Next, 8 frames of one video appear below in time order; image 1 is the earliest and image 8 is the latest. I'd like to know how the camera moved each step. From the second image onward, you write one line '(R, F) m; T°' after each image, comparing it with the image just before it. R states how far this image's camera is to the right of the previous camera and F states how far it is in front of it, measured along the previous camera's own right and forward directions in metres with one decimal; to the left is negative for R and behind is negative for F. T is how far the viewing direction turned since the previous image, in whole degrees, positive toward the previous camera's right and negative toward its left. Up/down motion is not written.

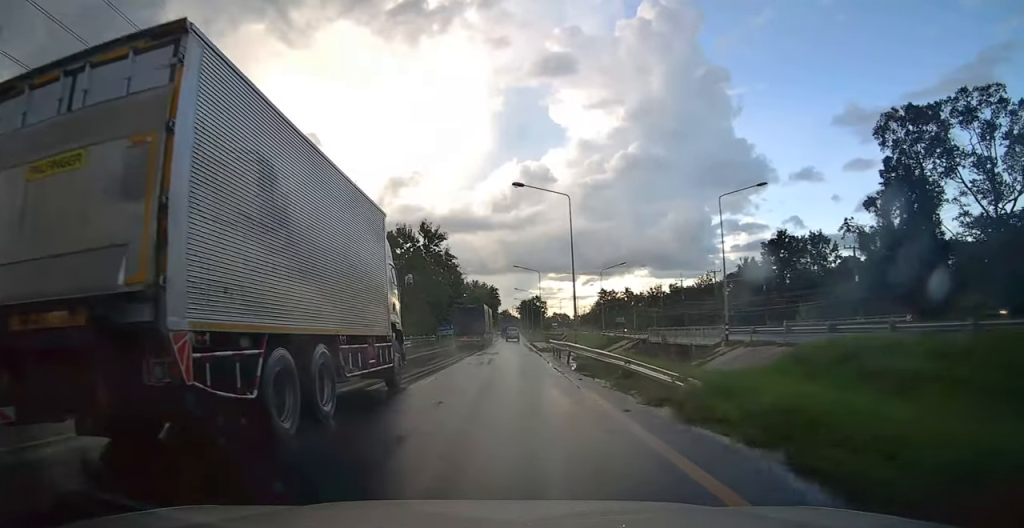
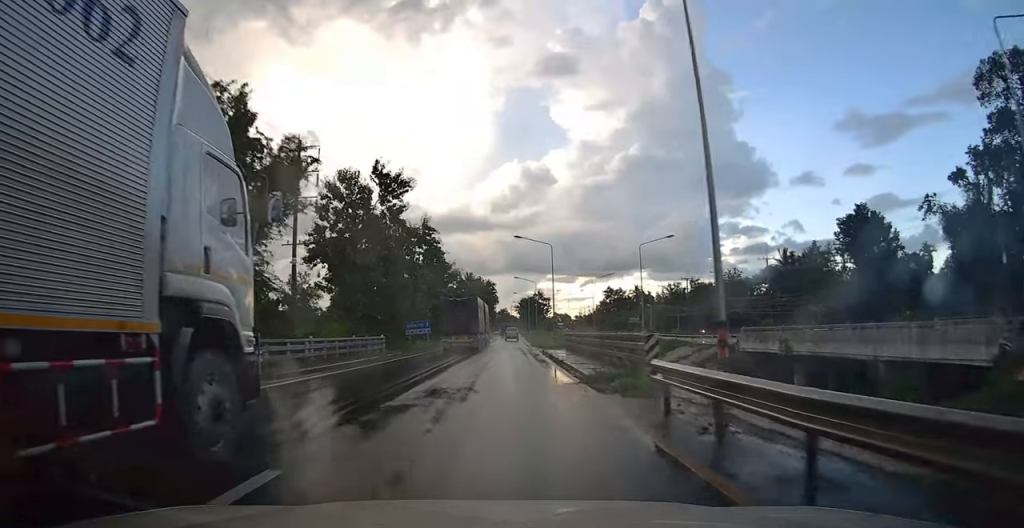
(-0.1, +21.8) m; 0°
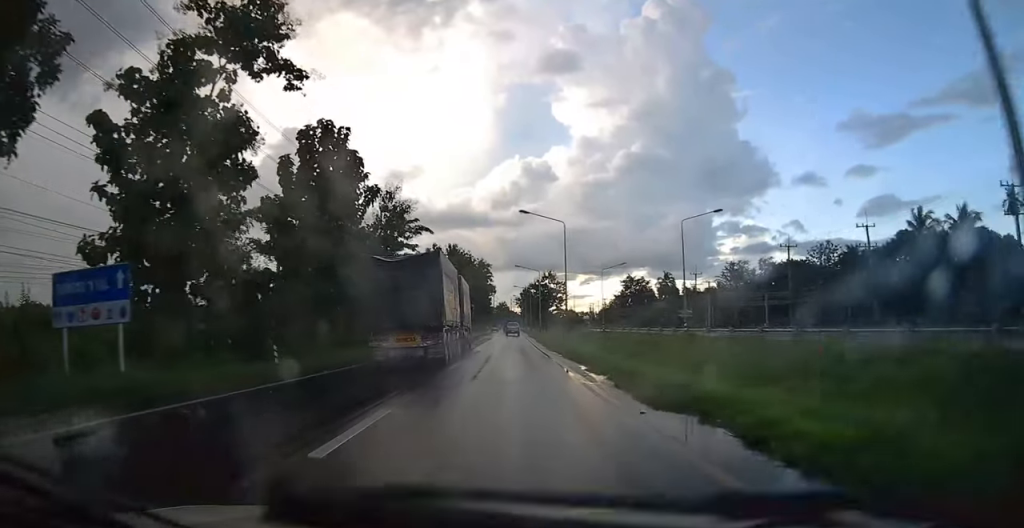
(+0.3, +44.6) m; +1°
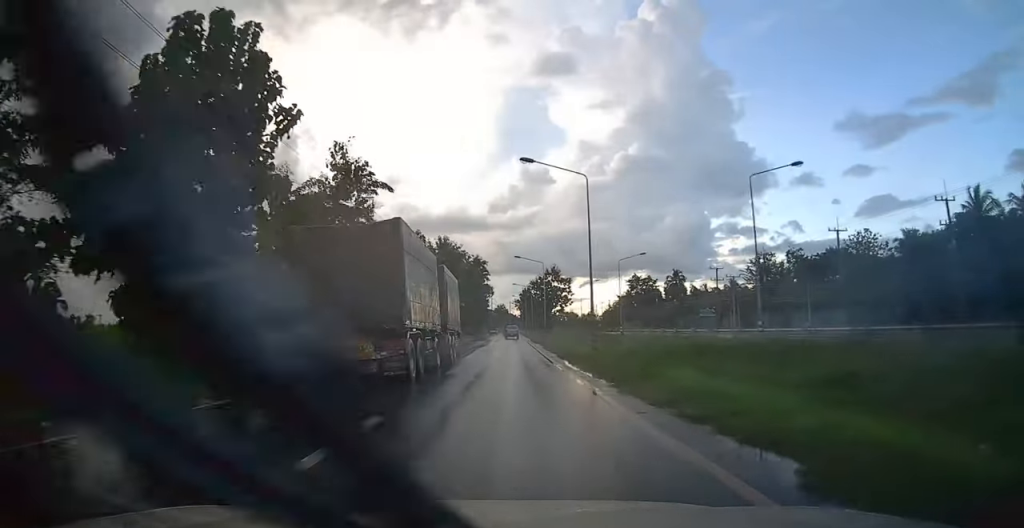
(0.0, +12.6) m; 0°
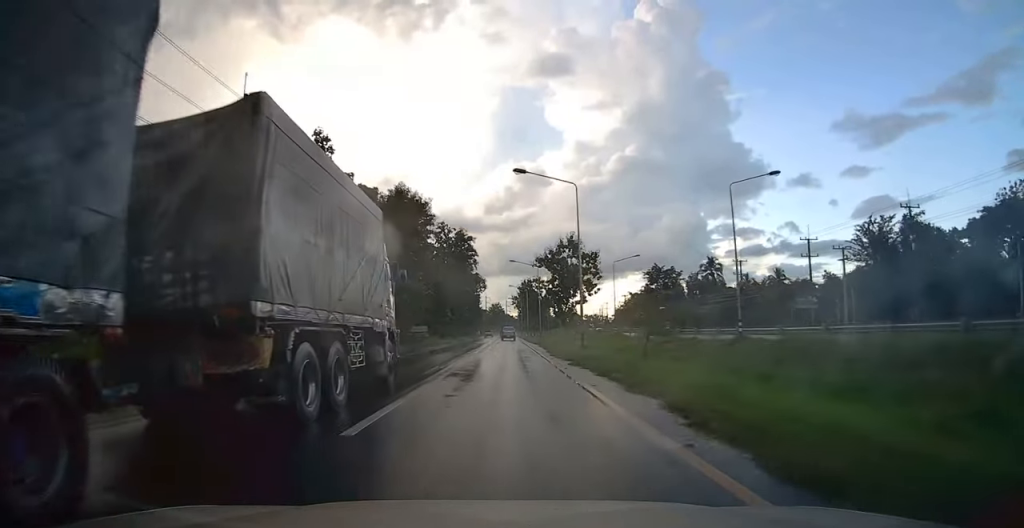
(-0.2, +34.1) m; 0°
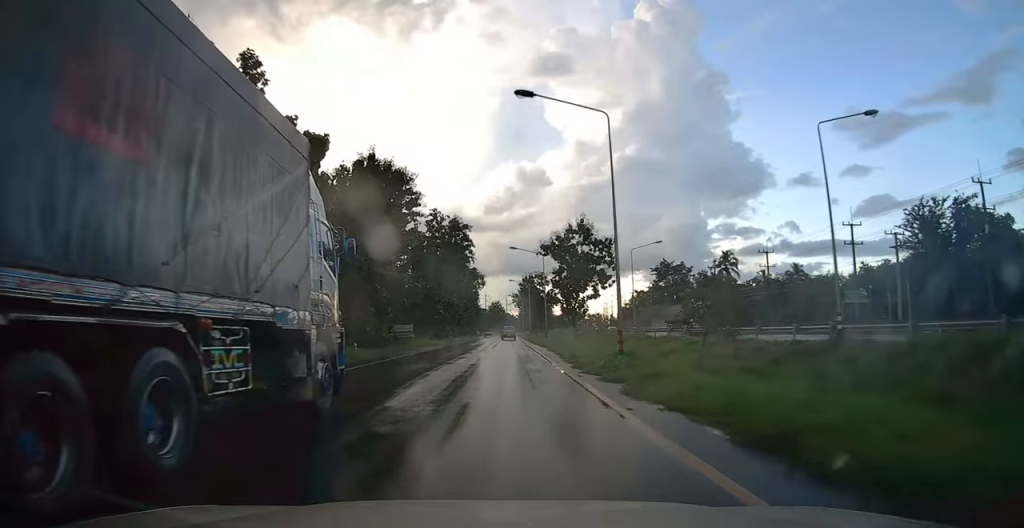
(0.0, +10.0) m; 0°
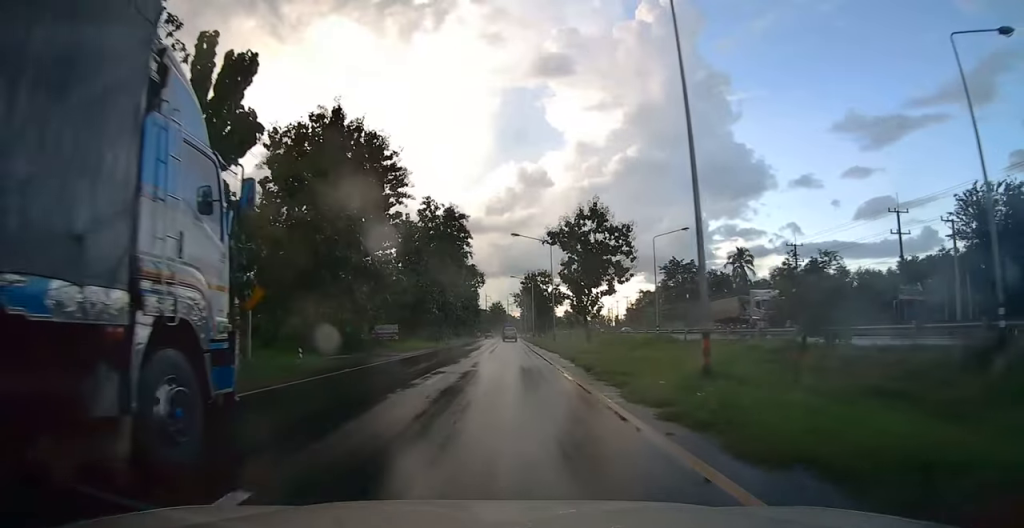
(+0.1, +8.1) m; 0°
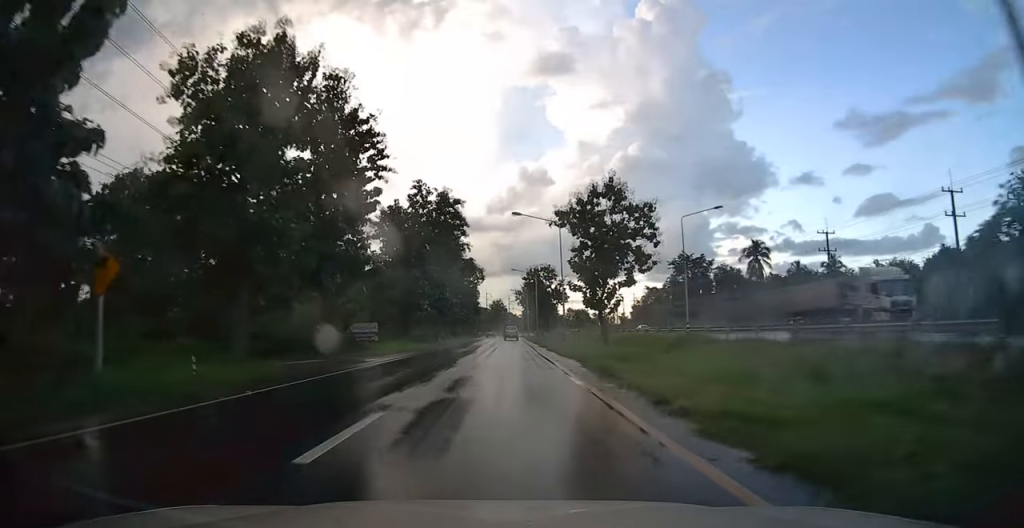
(0.0, +7.8) m; 0°
